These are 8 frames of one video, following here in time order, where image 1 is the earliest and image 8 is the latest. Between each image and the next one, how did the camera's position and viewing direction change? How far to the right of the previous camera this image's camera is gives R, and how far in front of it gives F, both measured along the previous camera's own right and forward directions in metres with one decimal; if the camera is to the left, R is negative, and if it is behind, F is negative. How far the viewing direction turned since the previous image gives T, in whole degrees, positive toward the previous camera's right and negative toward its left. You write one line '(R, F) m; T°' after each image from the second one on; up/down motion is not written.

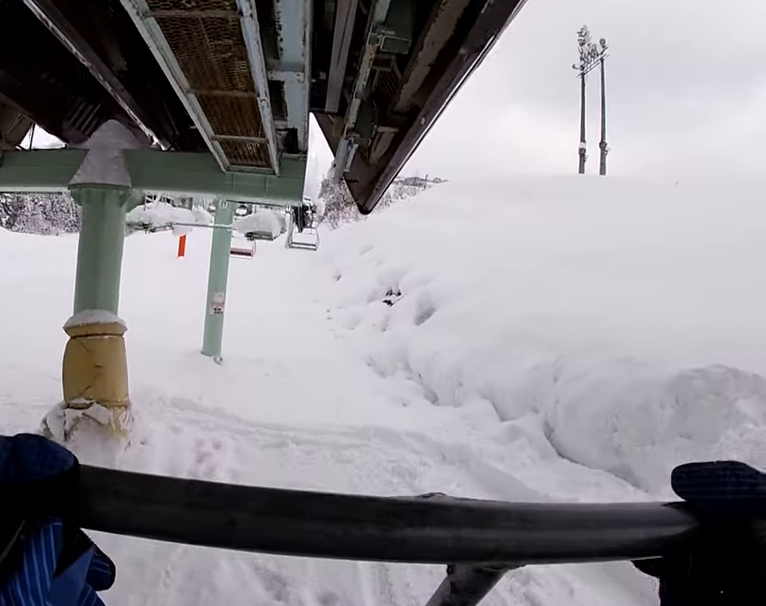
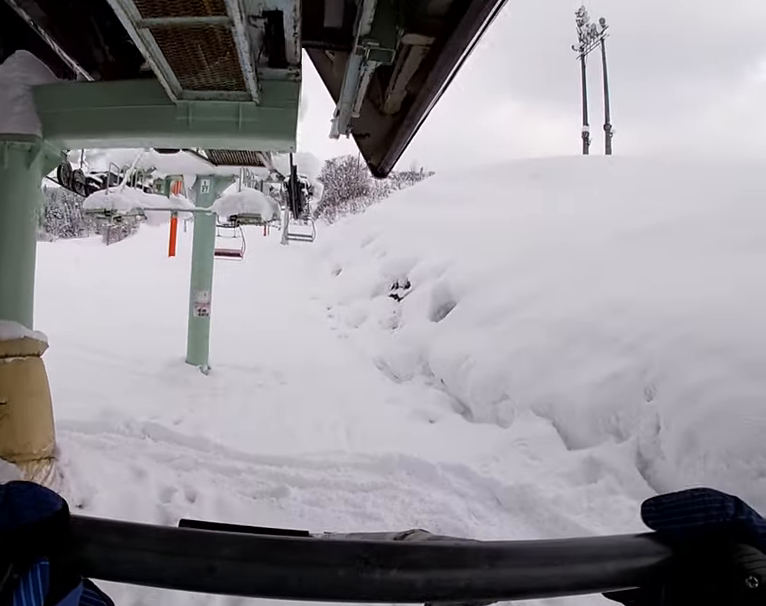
(0.0, +1.5) m; +3°
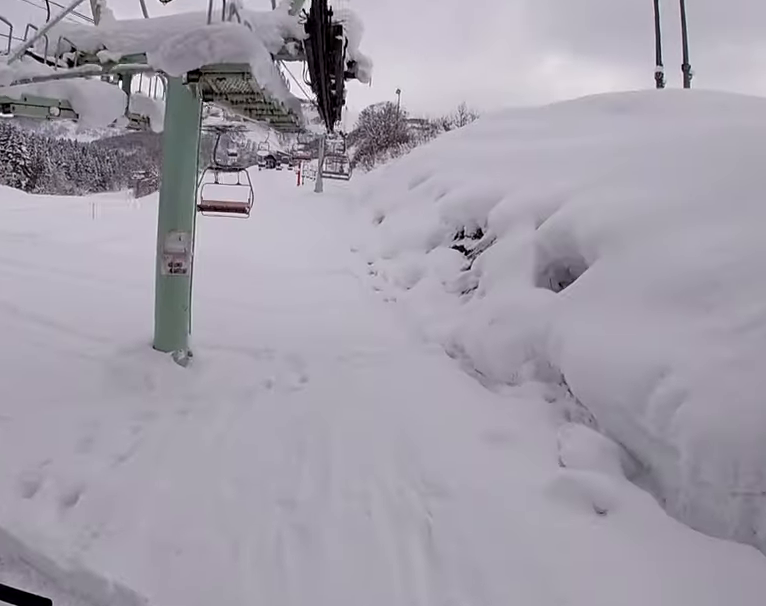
(+0.3, +3.8) m; -2°
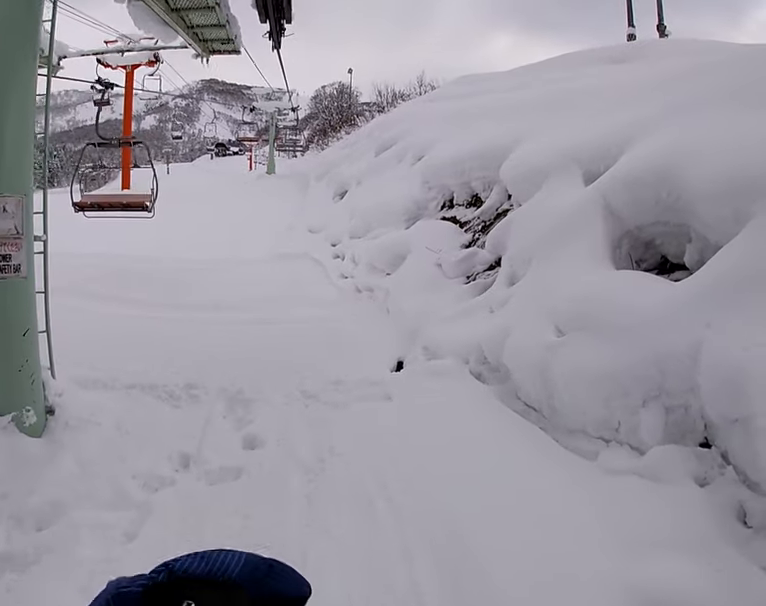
(-0.6, +3.8) m; 0°
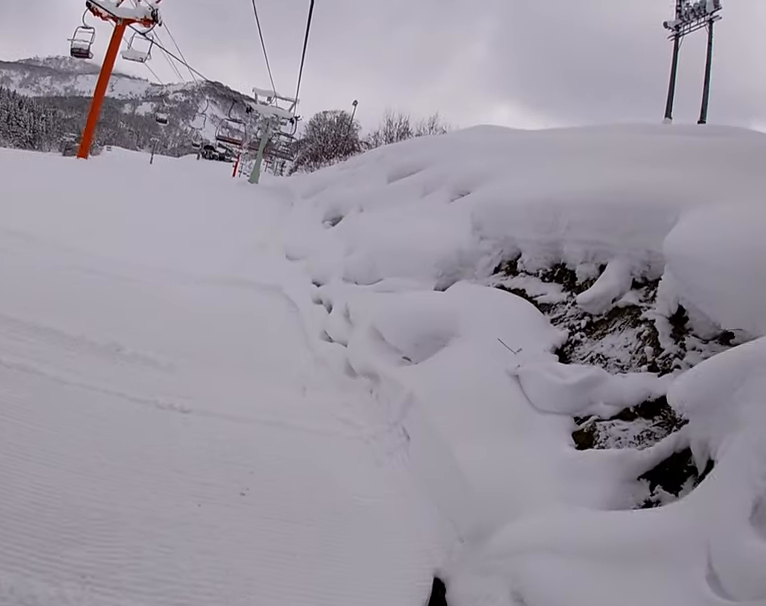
(+0.5, +5.4) m; +4°
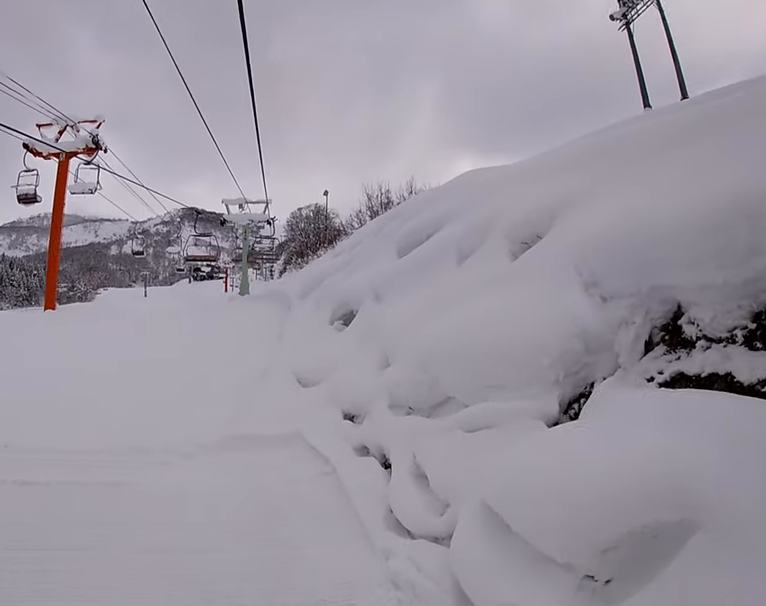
(0.0, +3.7) m; -2°
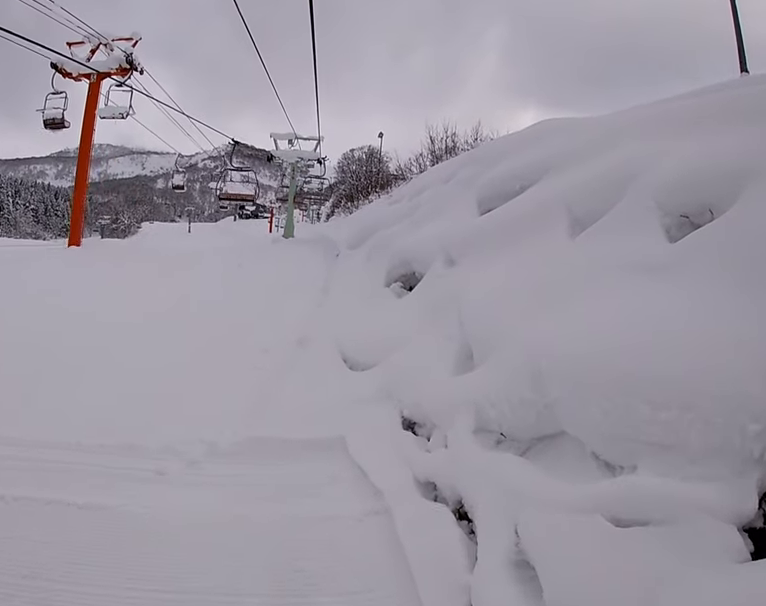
(+0.2, +2.5) m; -3°
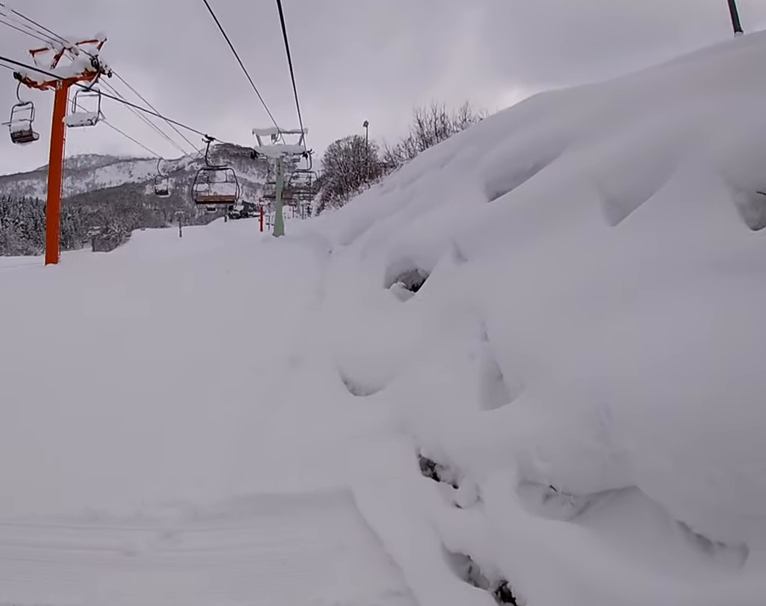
(-0.5, +1.5) m; +2°
